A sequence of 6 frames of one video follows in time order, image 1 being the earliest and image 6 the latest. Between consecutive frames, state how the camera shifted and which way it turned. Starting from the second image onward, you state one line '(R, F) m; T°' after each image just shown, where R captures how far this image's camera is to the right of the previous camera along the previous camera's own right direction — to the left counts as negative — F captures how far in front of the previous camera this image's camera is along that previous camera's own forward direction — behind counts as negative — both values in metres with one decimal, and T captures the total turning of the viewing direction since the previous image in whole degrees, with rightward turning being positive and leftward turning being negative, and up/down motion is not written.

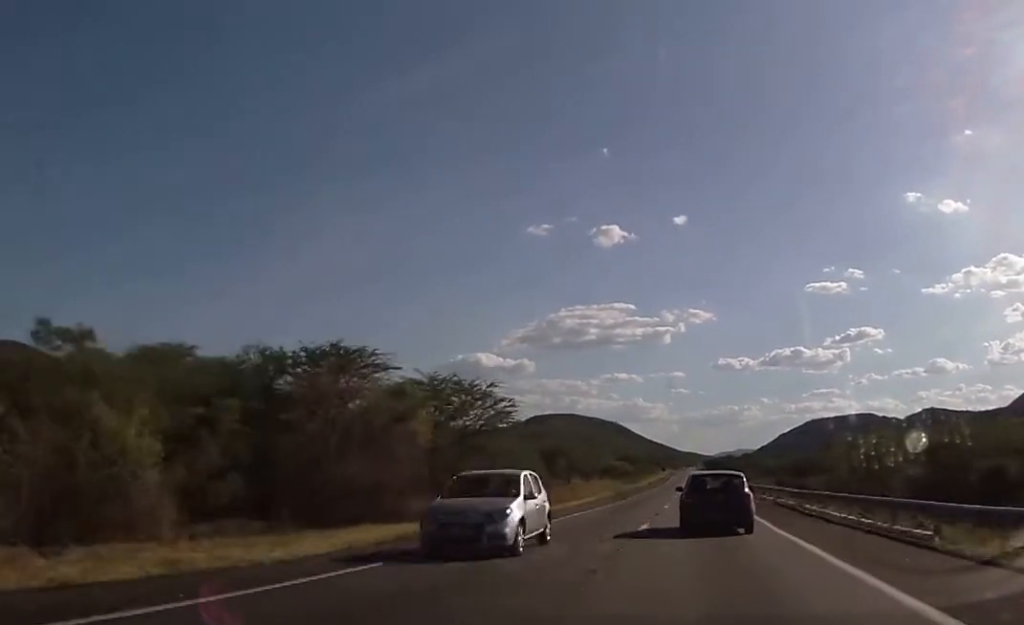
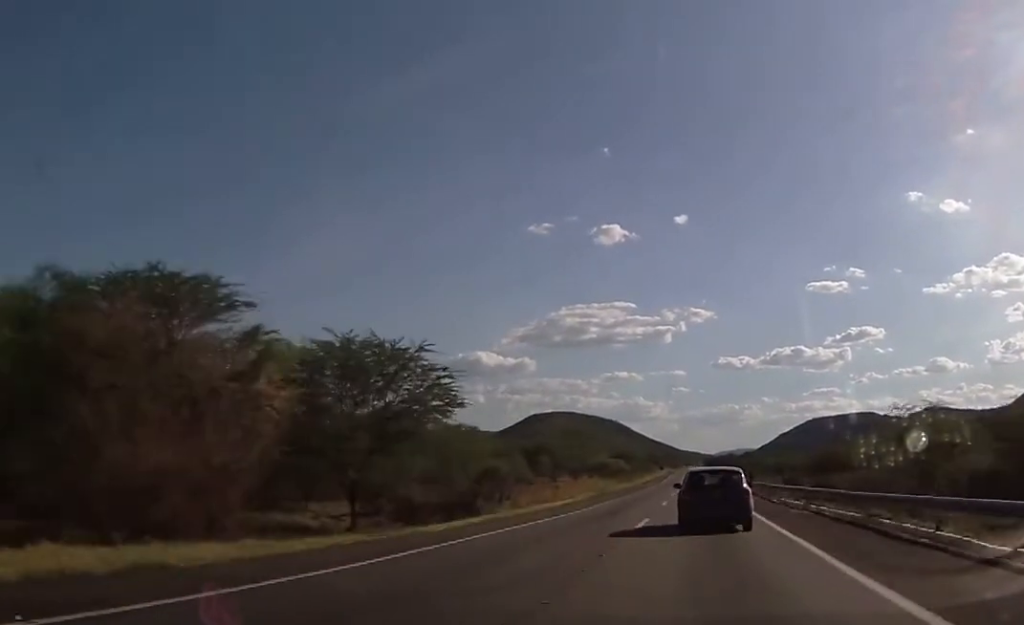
(-0.1, +16.4) m; -1°
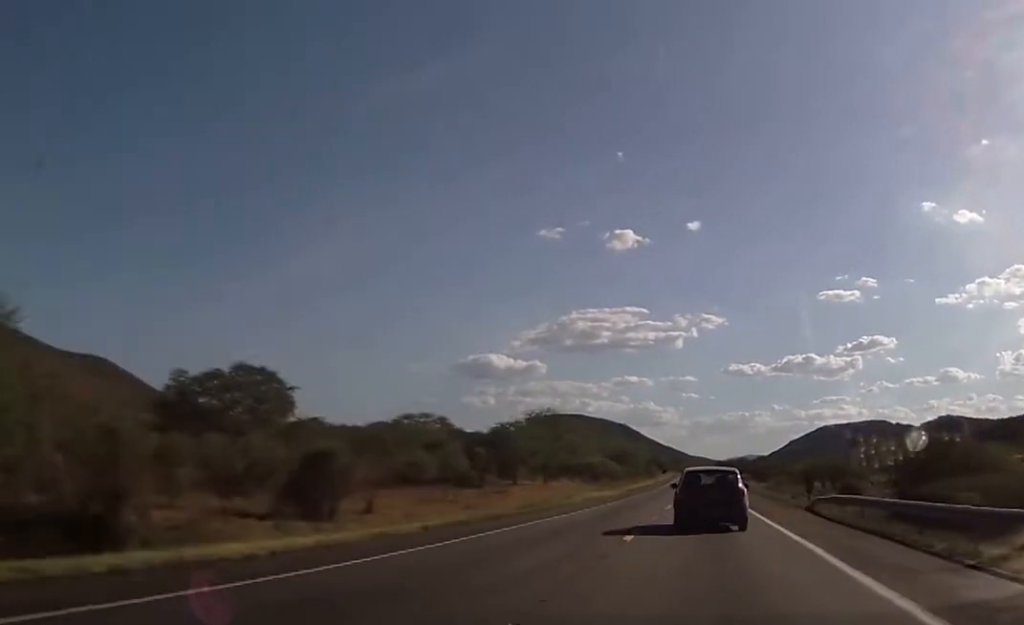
(-0.4, +38.2) m; 0°
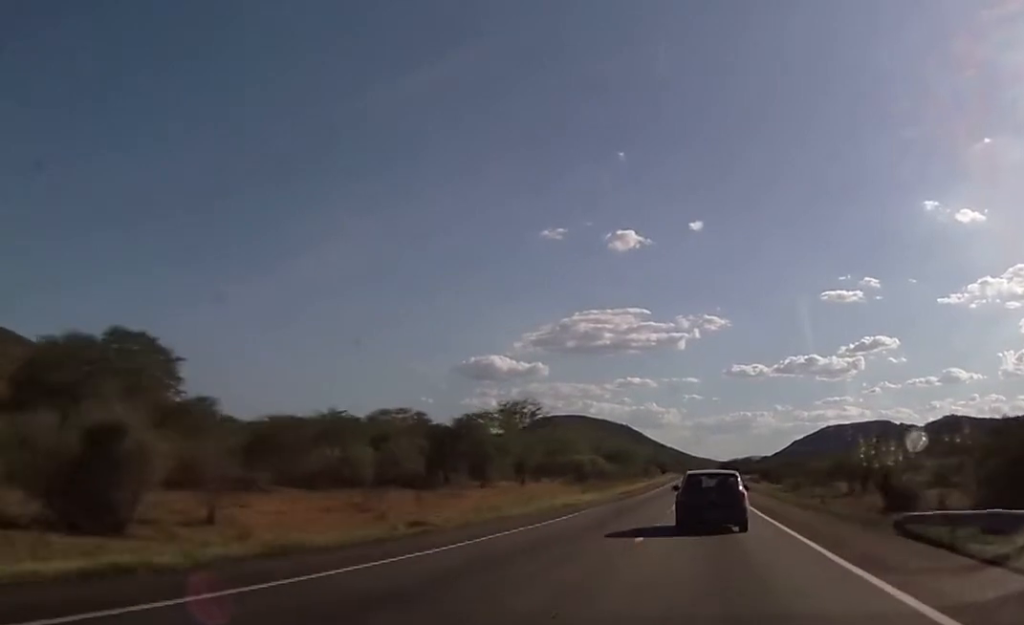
(+0.2, +17.5) m; 0°
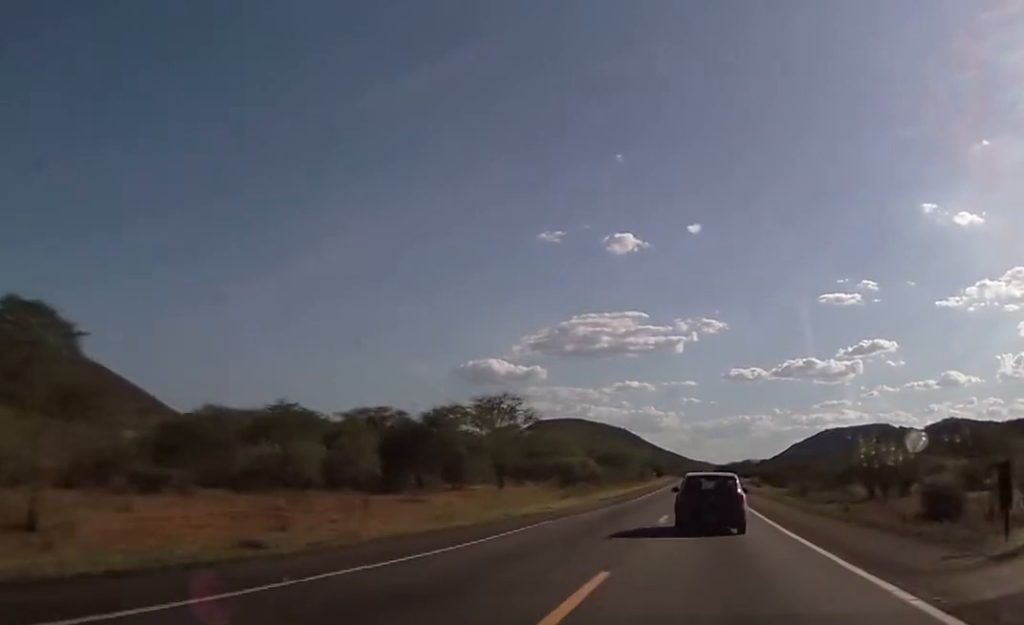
(0.0, +10.5) m; 0°
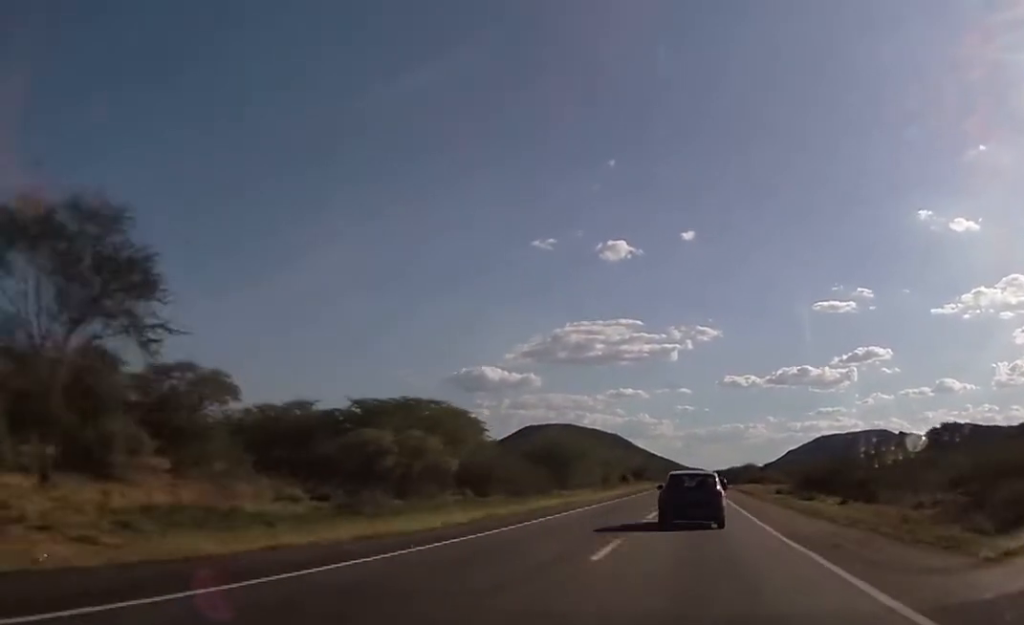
(+0.4, +68.0) m; 0°
